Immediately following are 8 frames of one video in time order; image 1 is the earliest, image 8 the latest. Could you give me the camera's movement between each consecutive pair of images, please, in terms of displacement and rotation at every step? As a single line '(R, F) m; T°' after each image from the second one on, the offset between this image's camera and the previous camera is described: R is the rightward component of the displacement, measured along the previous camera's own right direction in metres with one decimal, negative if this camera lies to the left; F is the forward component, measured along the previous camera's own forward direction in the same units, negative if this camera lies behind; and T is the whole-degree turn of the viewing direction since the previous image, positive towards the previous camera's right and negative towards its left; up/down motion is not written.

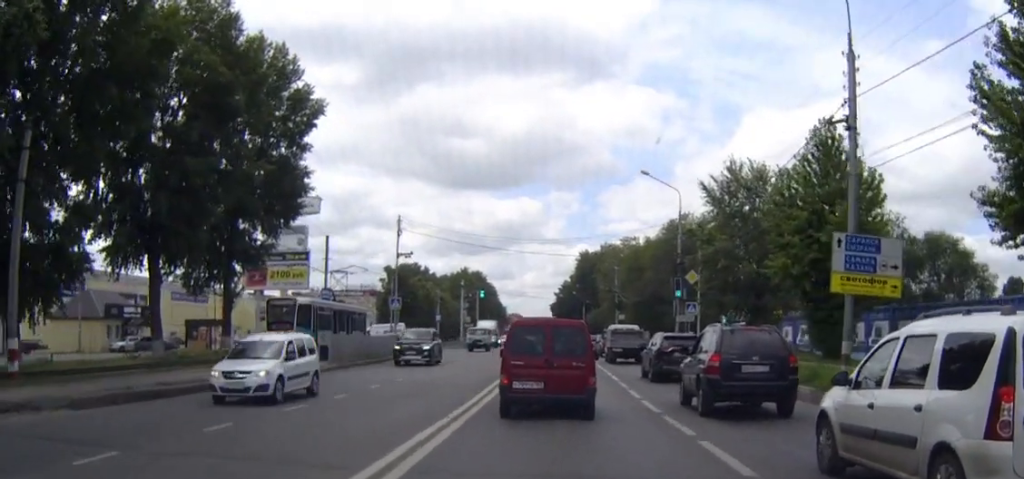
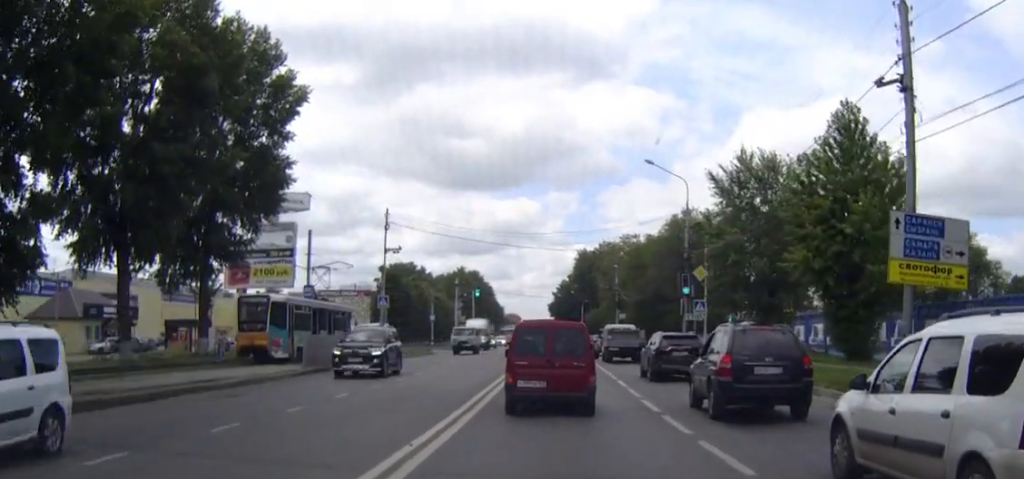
(-0.2, +3.8) m; -3°
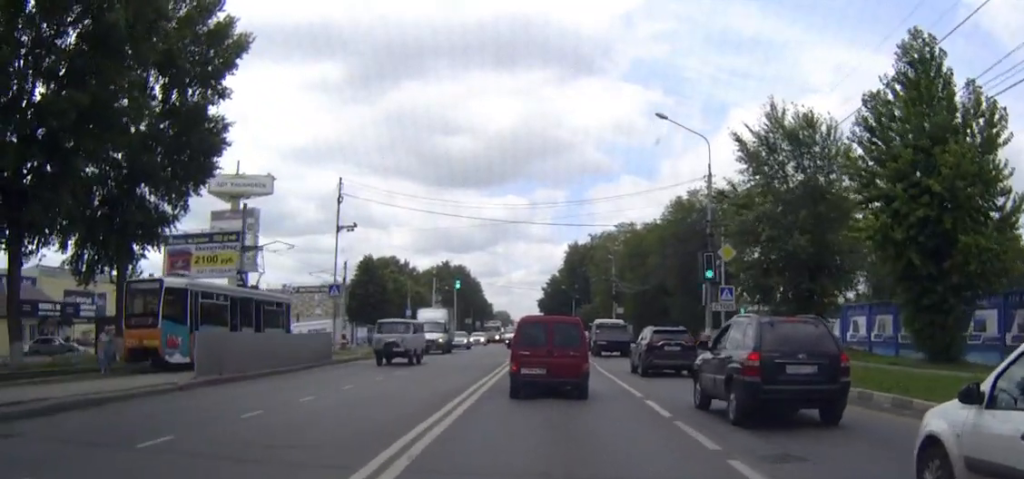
(-0.6, +9.8) m; -2°
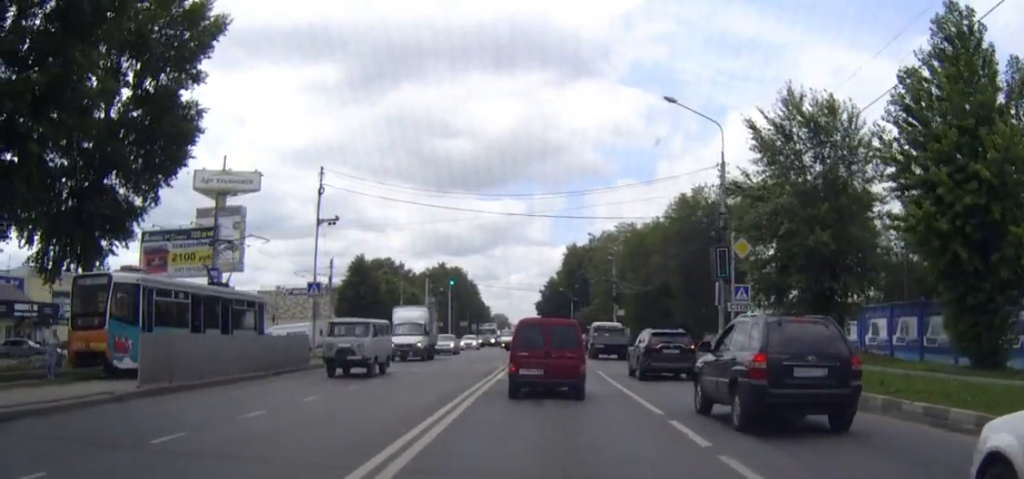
(0.0, +3.5) m; +1°
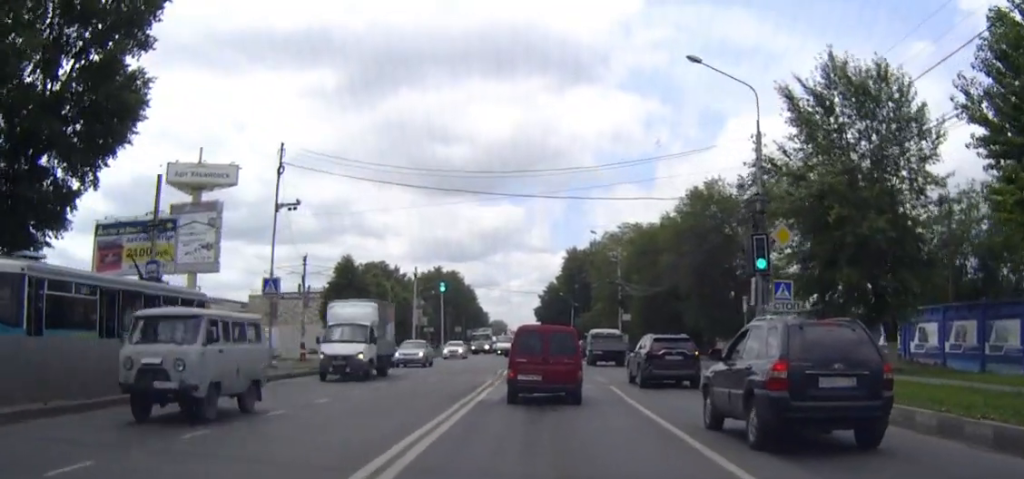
(+0.1, +6.3) m; +2°
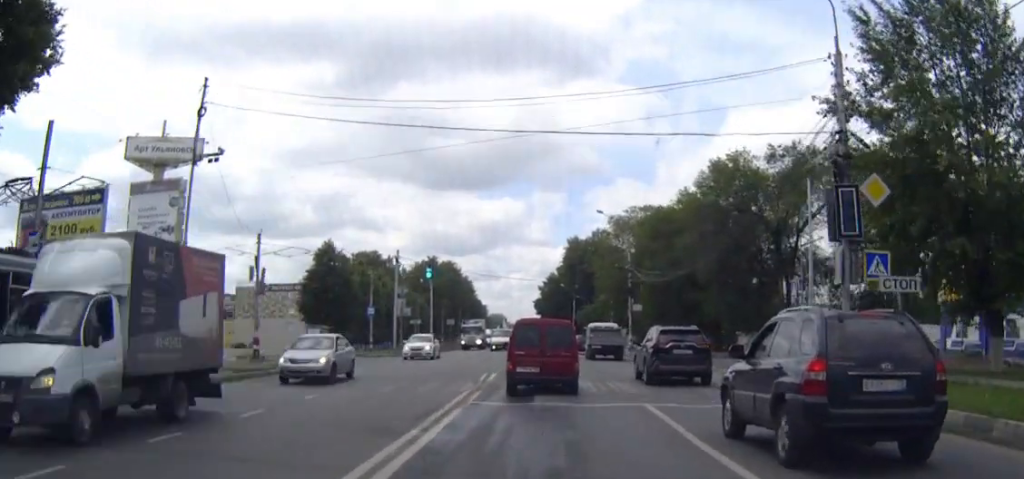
(0.0, +9.2) m; -1°
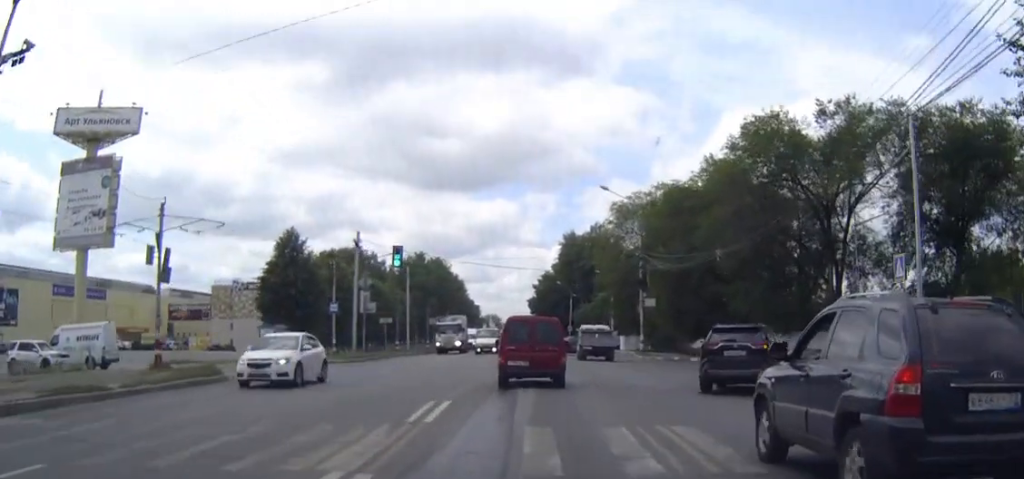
(-0.2, +12.0) m; -1°
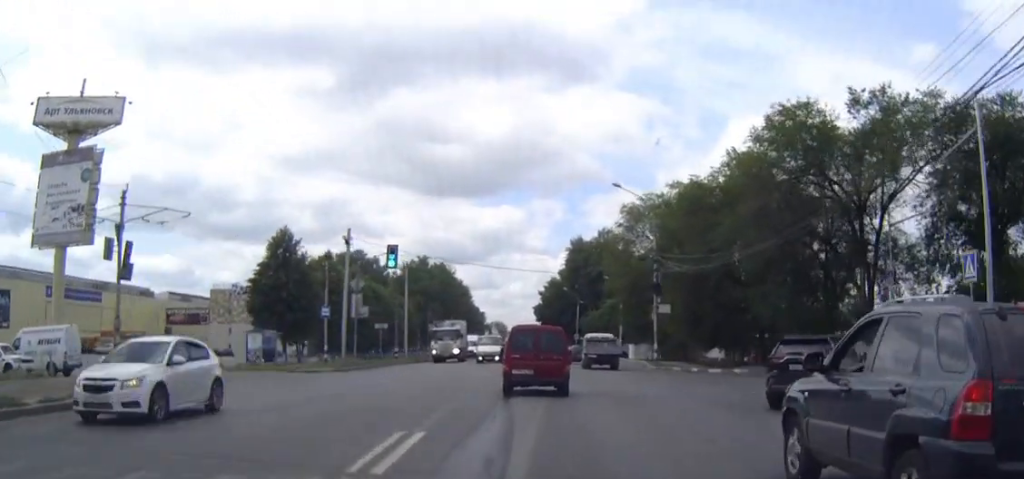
(0.0, +4.5) m; 0°
